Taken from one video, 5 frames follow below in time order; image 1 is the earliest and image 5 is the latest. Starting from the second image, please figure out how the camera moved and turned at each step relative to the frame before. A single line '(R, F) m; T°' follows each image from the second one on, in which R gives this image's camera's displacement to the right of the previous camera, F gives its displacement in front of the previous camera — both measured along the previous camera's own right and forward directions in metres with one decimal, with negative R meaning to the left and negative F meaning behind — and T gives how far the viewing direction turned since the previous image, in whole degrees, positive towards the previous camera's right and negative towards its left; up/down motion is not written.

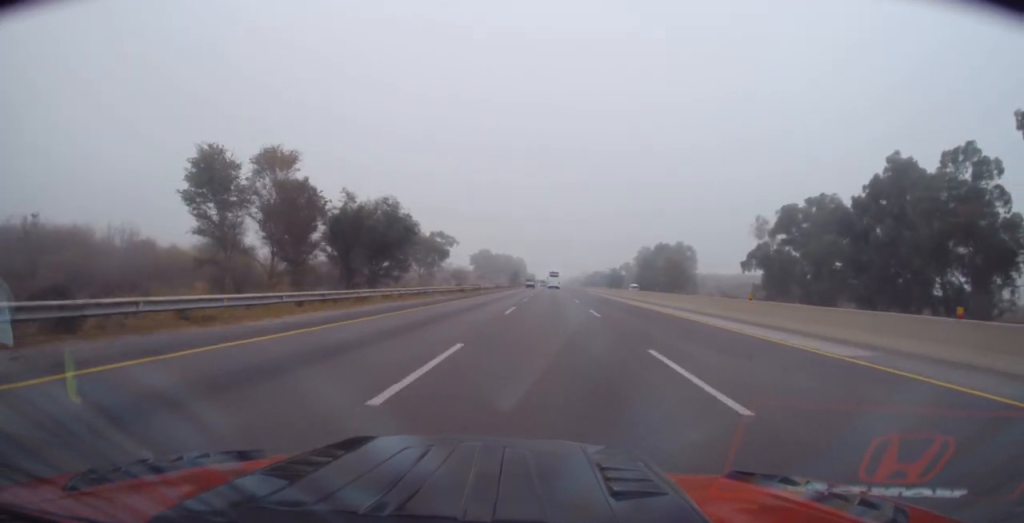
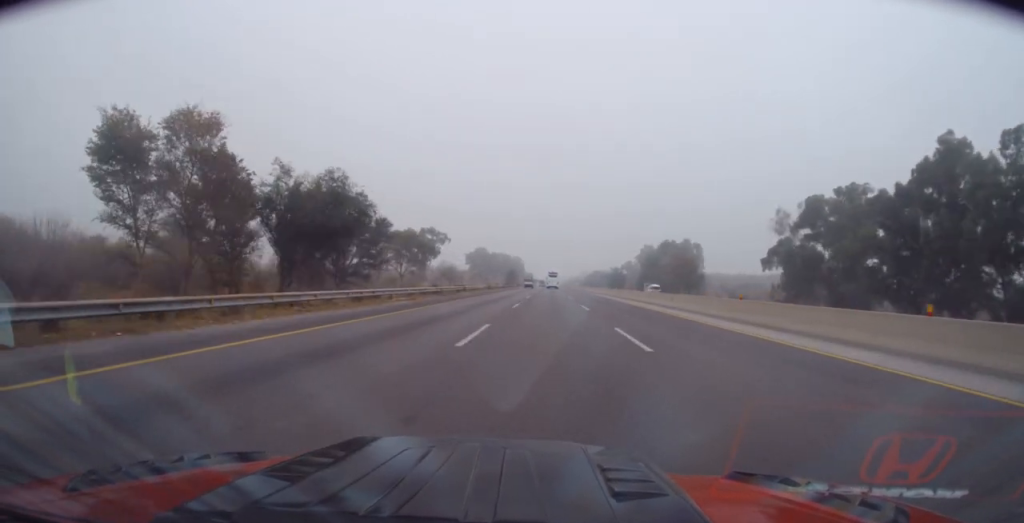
(+0.1, +12.1) m; 0°
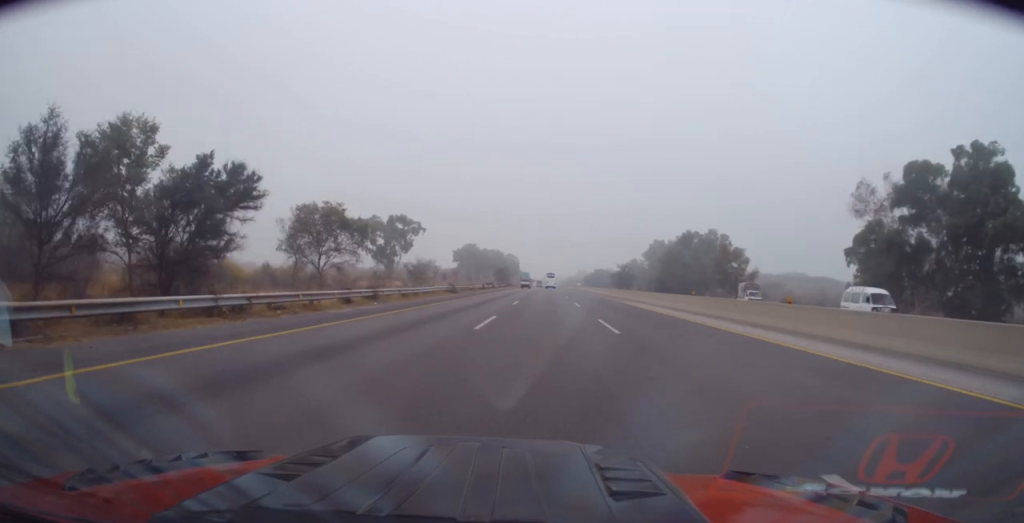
(0.0, +31.8) m; +1°
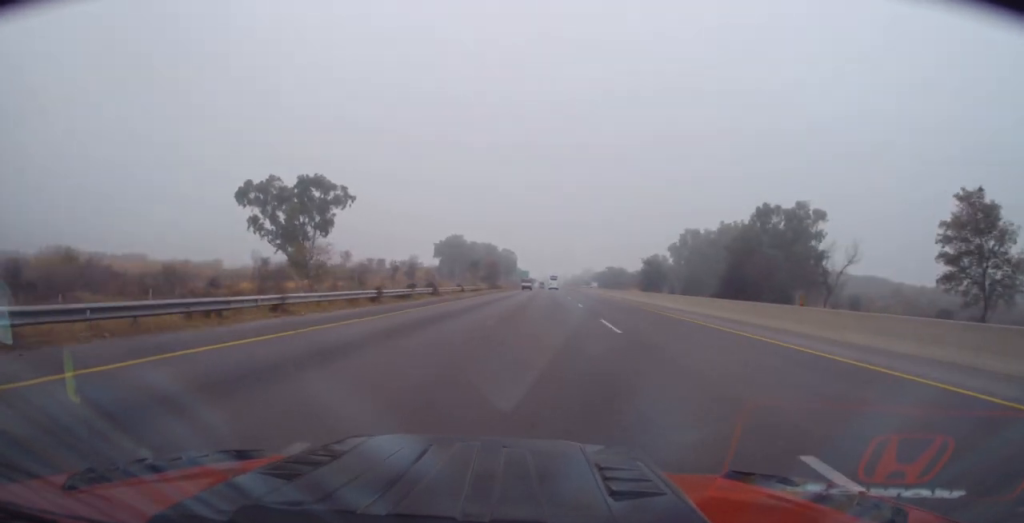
(-1.0, +53.3) m; -1°
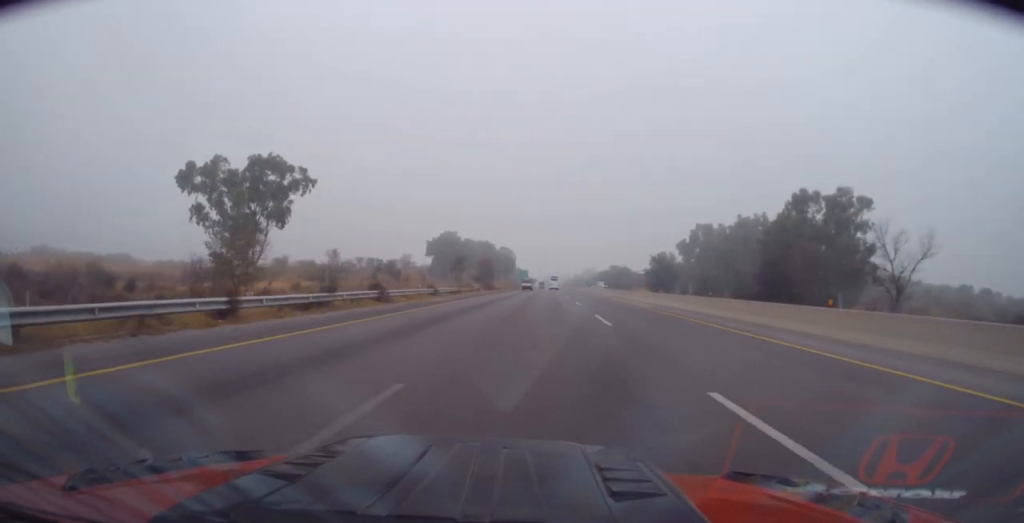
(+0.3, +15.1) m; +1°
